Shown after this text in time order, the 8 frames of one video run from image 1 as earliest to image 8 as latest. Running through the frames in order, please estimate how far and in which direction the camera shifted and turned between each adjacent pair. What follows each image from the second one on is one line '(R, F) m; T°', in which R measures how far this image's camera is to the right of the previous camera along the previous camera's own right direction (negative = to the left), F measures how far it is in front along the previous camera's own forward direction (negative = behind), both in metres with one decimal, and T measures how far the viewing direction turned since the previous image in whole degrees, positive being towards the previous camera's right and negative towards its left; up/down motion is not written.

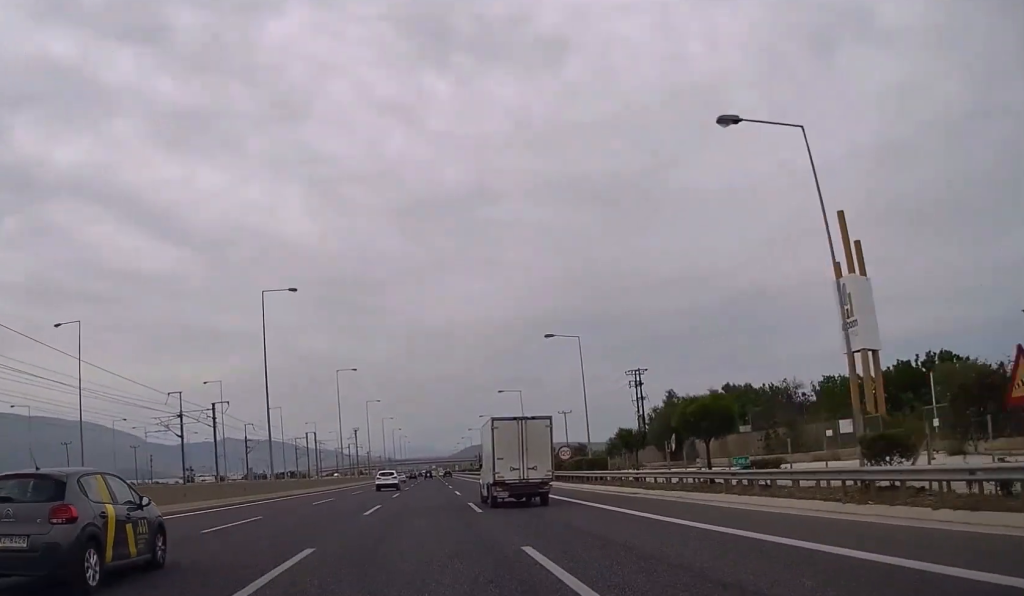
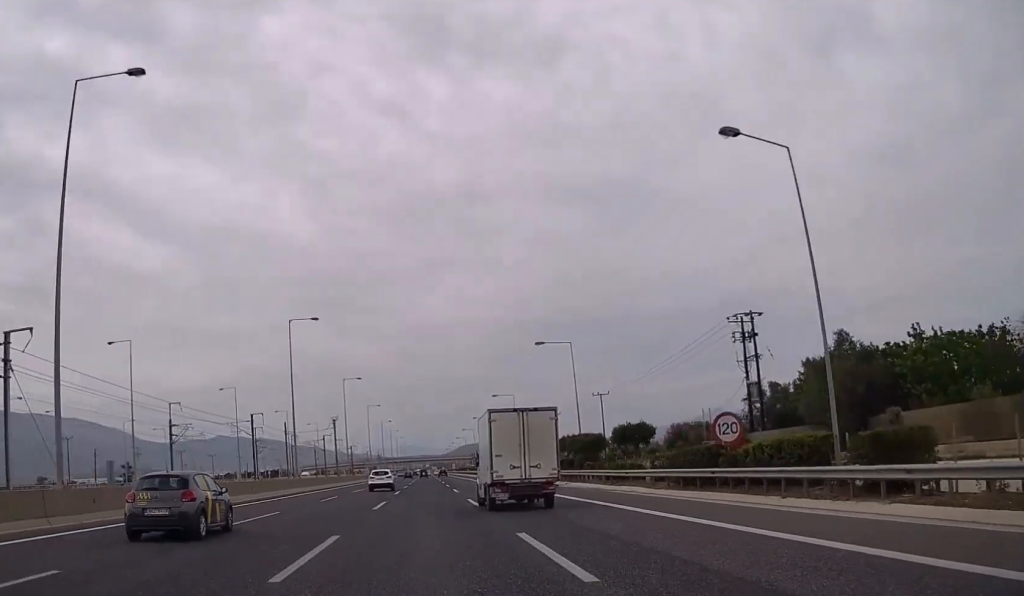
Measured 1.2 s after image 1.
(+0.4, +33.9) m; +1°
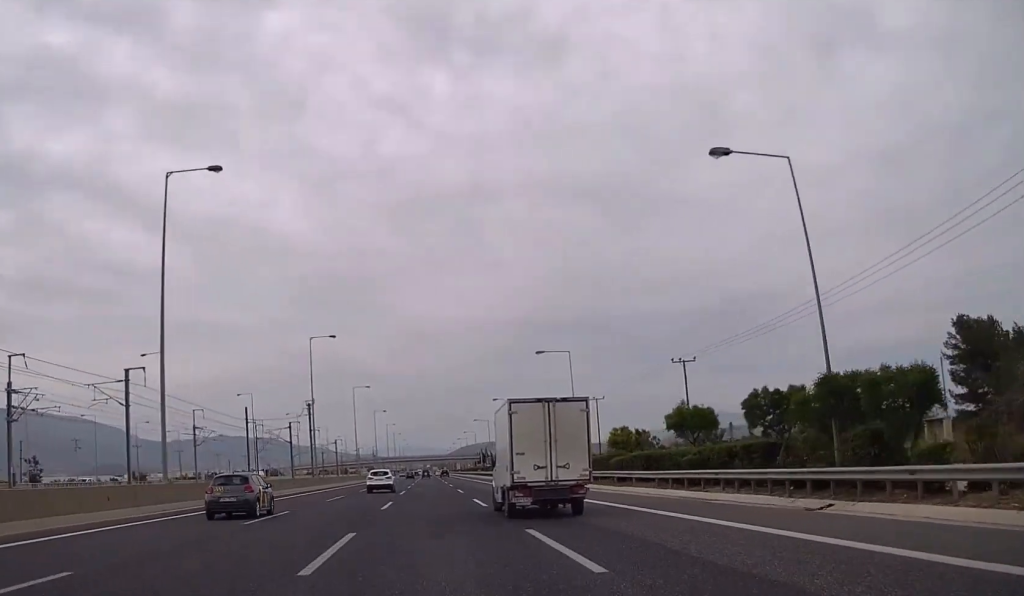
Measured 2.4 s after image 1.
(0.0, +35.8) m; 0°
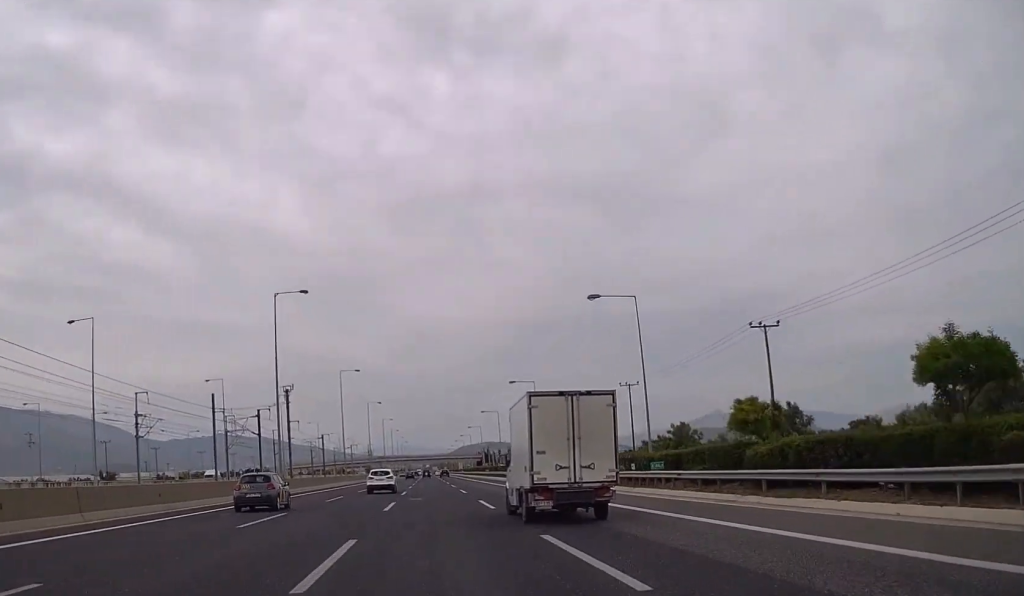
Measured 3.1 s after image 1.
(0.0, +19.3) m; 0°
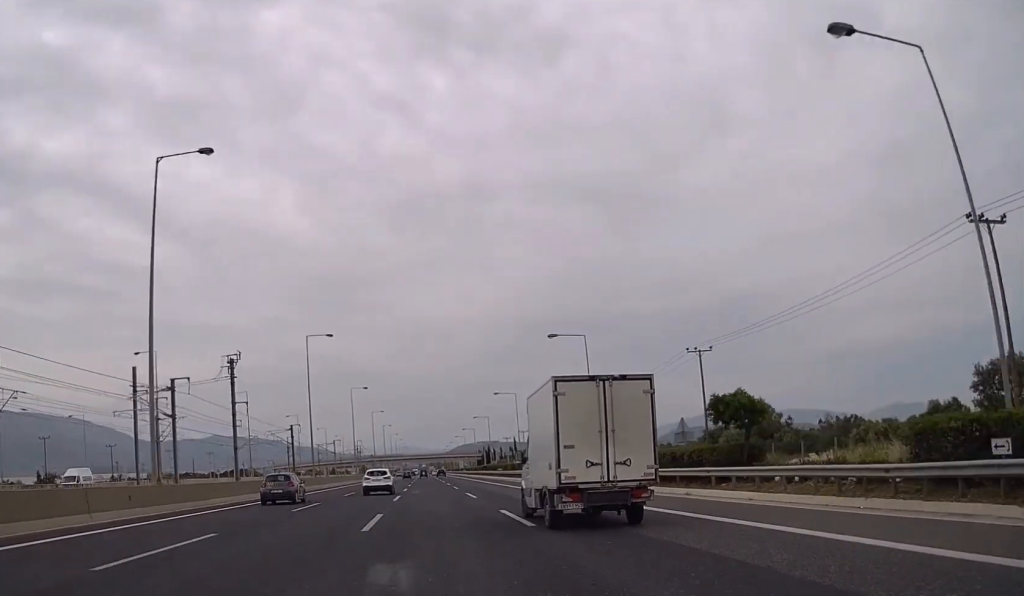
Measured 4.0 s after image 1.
(+0.1, +27.8) m; 0°
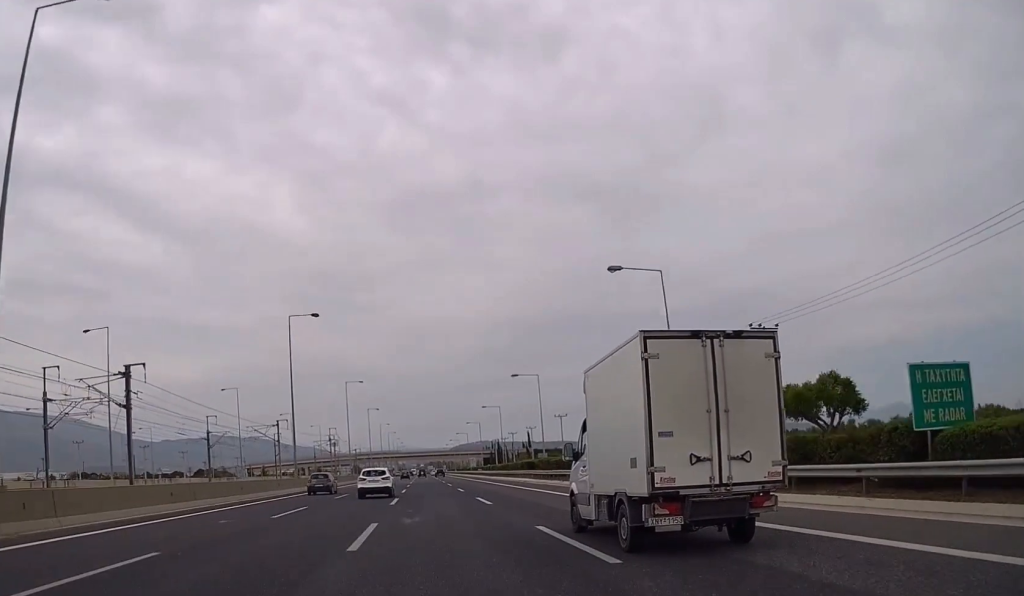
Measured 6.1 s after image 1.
(0.0, +58.4) m; 0°
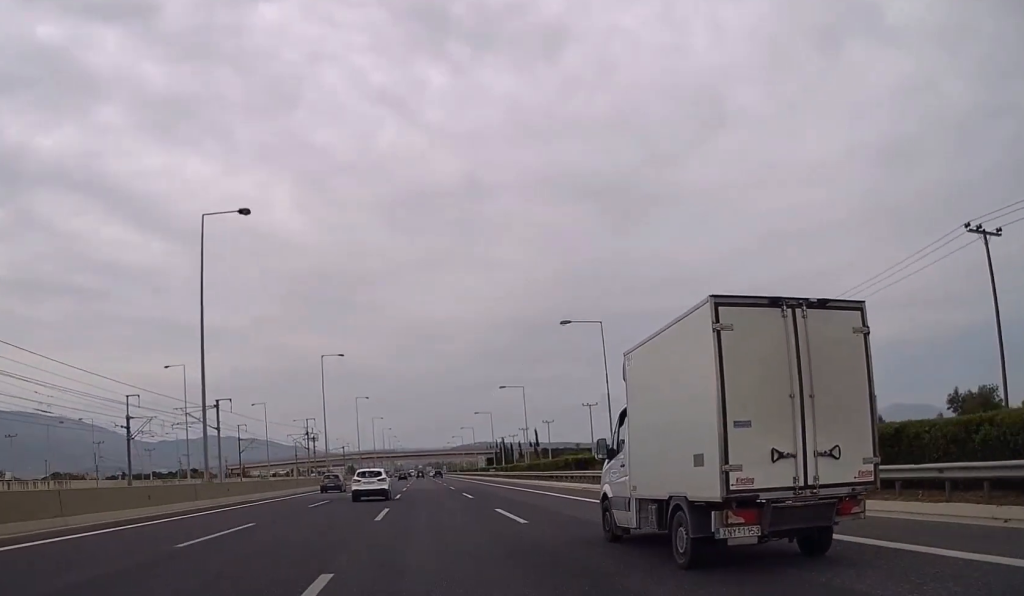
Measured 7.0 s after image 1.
(+0.1, +27.6) m; 0°
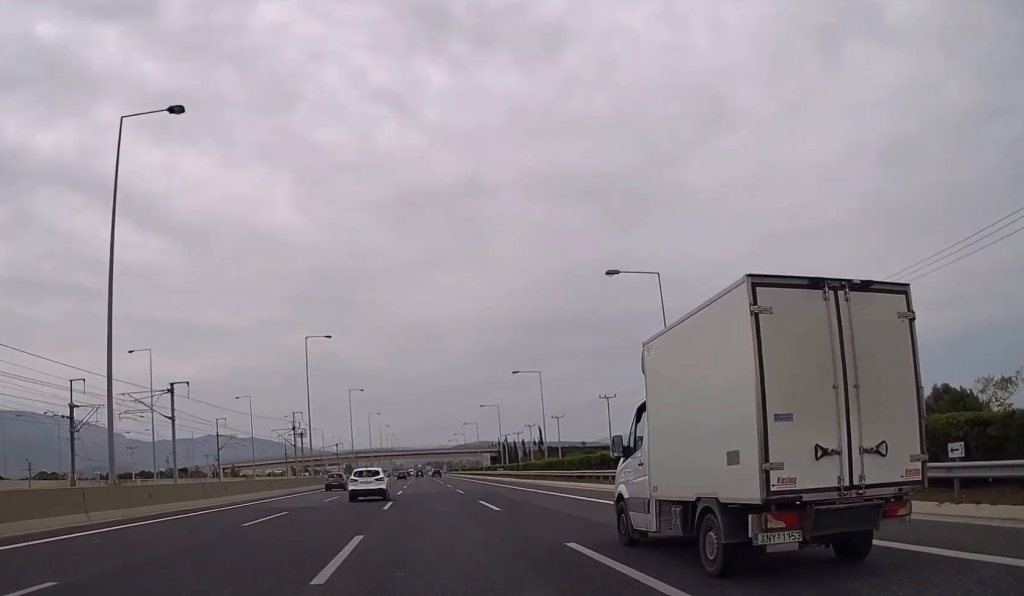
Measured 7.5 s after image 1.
(0.0, +12.4) m; 0°
